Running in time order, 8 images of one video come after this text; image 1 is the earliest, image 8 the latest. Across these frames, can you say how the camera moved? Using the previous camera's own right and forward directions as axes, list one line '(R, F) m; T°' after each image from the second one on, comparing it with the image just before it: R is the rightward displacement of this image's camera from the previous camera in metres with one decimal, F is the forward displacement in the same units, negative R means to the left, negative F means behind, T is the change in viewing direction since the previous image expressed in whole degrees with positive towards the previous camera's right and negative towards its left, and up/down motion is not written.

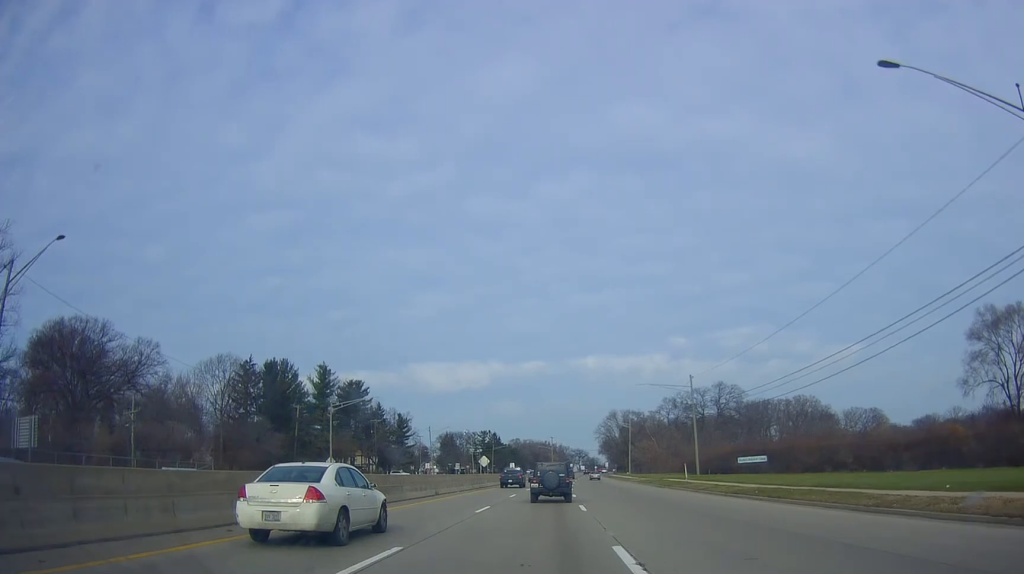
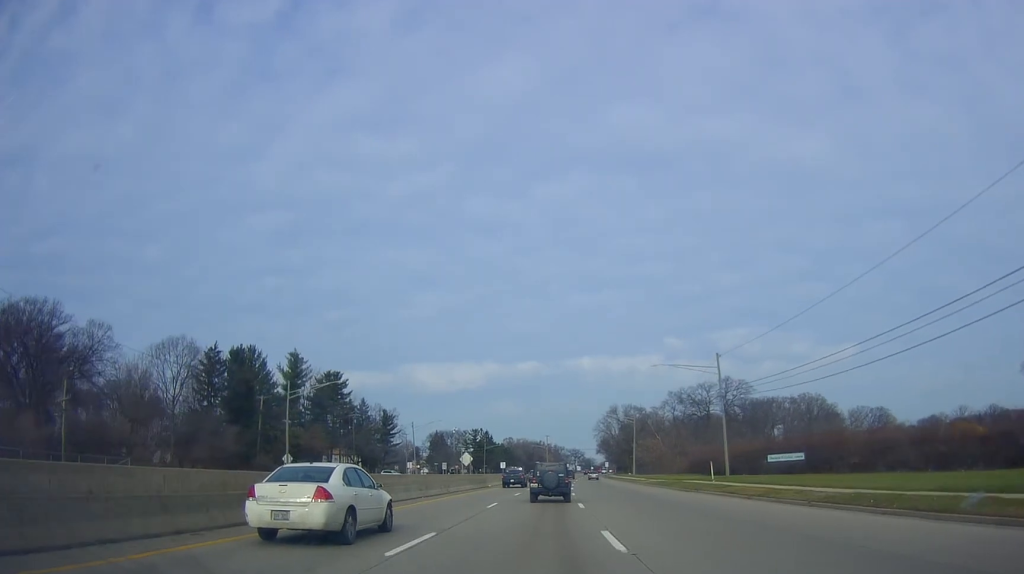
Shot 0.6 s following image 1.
(0.0, +12.6) m; +1°
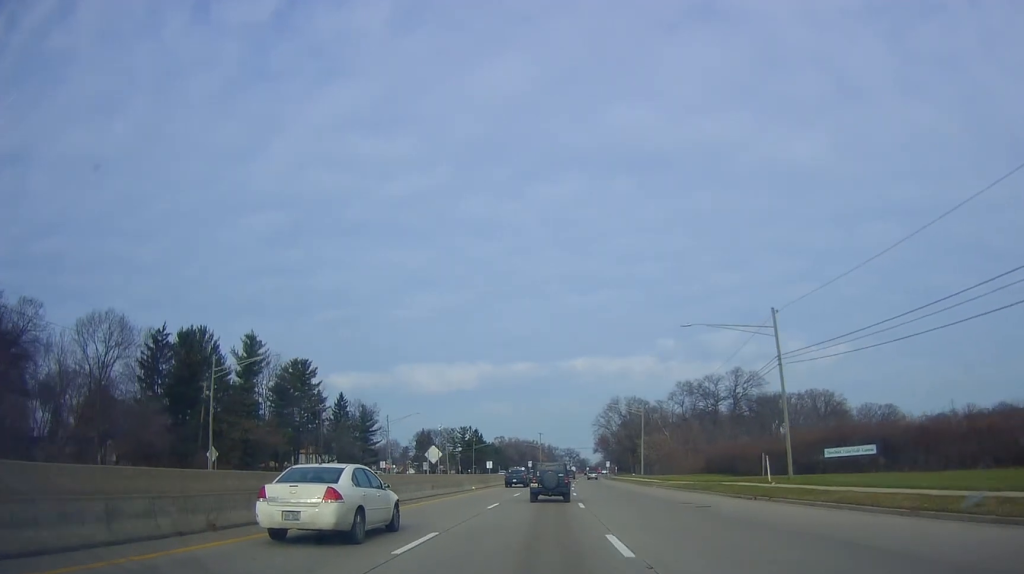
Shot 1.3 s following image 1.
(+0.2, +15.5) m; +1°
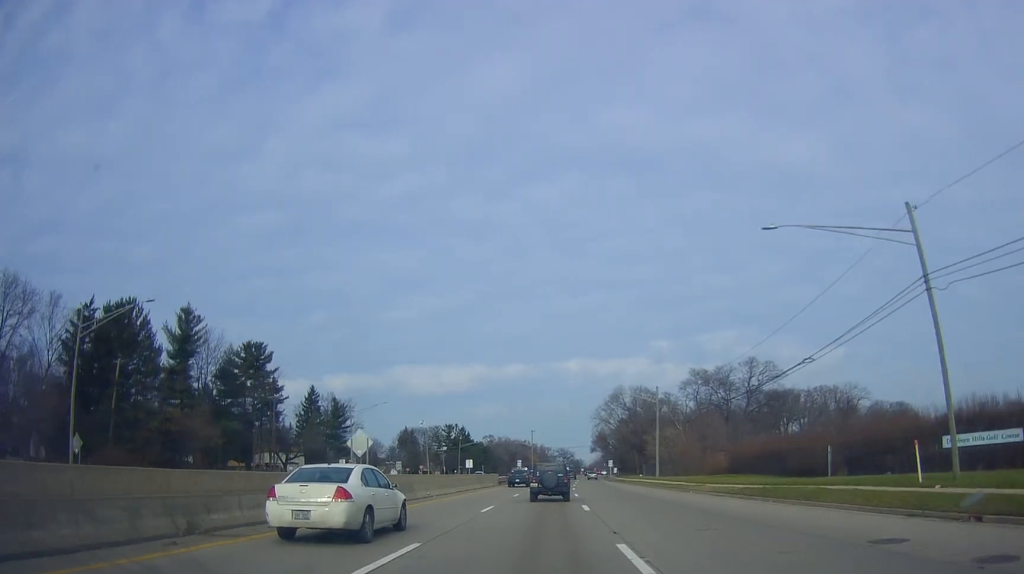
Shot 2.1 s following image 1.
(+0.3, +17.7) m; 0°
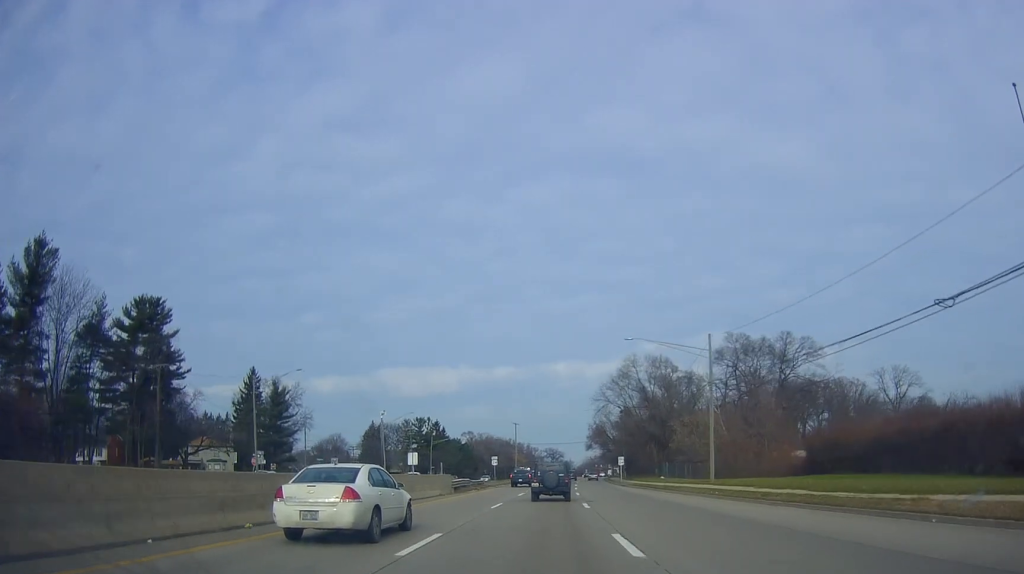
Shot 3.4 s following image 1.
(-0.6, +28.6) m; 0°
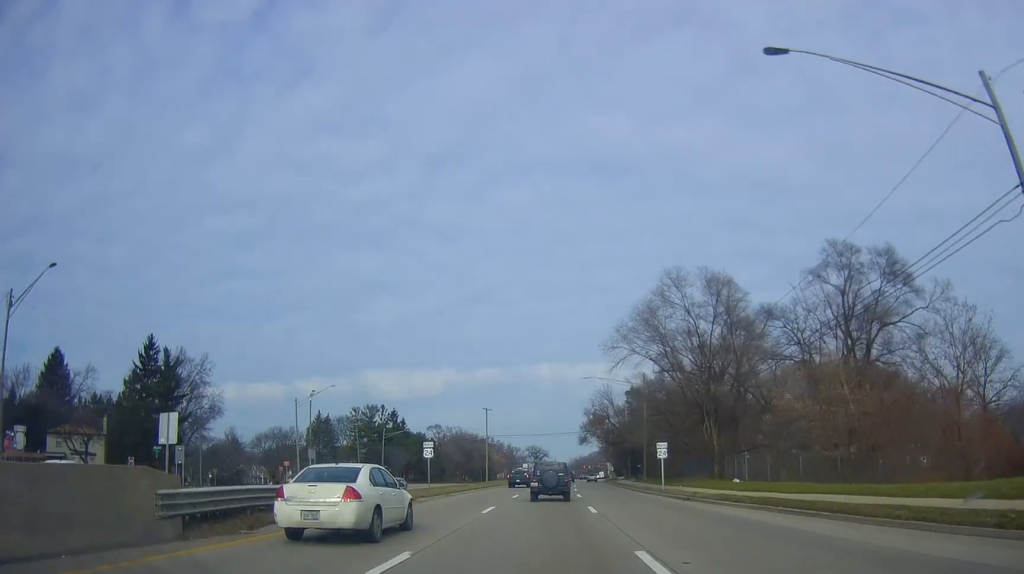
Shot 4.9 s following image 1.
(+1.9, +33.8) m; +4°
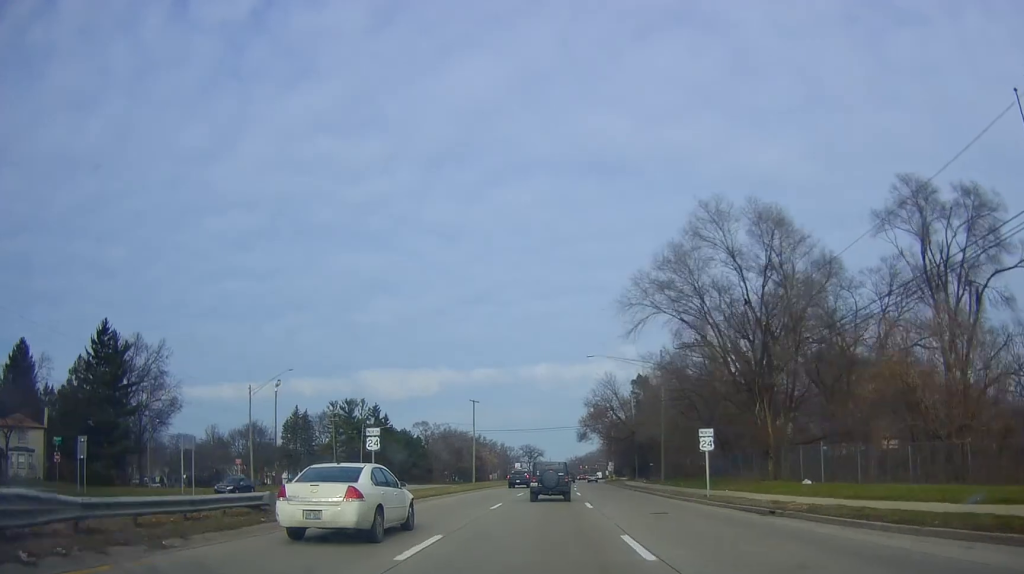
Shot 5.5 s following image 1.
(+0.3, +12.2) m; 0°
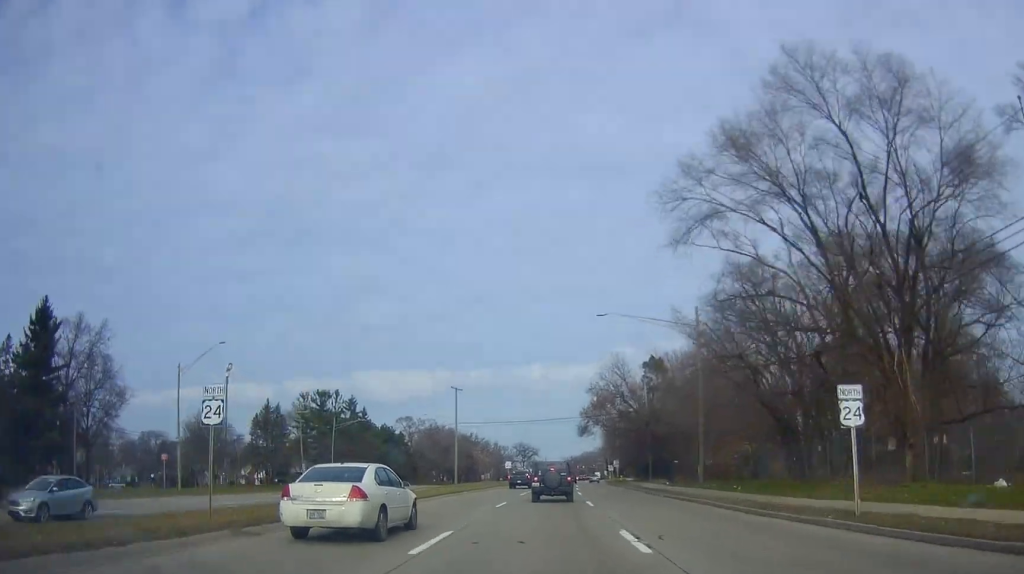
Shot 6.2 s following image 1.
(-0.5, +14.1) m; -1°
